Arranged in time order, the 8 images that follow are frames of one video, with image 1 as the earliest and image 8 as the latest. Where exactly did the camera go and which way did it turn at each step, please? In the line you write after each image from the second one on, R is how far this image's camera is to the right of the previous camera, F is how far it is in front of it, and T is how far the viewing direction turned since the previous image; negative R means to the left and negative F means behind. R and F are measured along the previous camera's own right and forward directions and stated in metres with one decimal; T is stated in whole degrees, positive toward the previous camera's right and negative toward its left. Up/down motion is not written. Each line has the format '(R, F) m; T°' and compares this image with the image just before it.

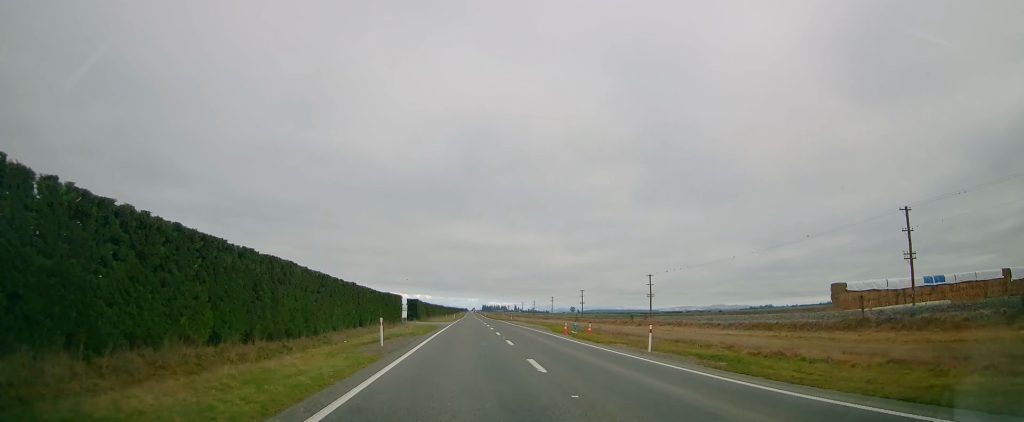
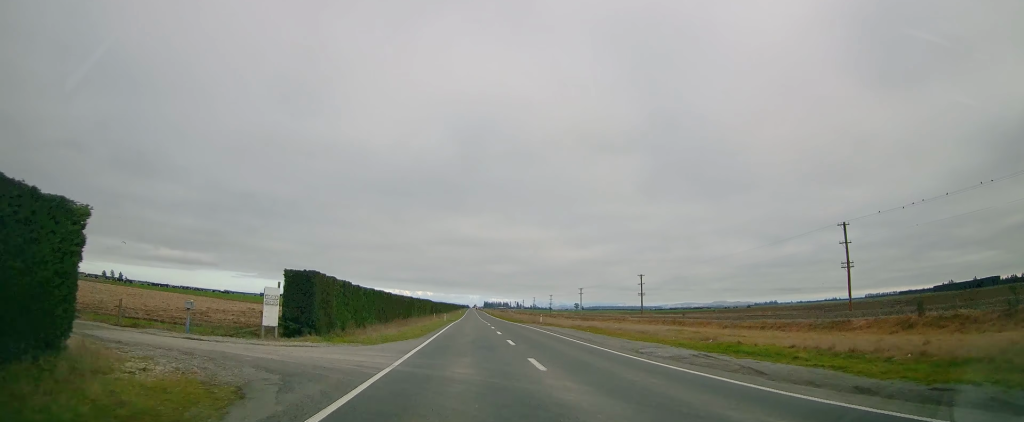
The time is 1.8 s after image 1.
(-0.3, +49.2) m; -1°
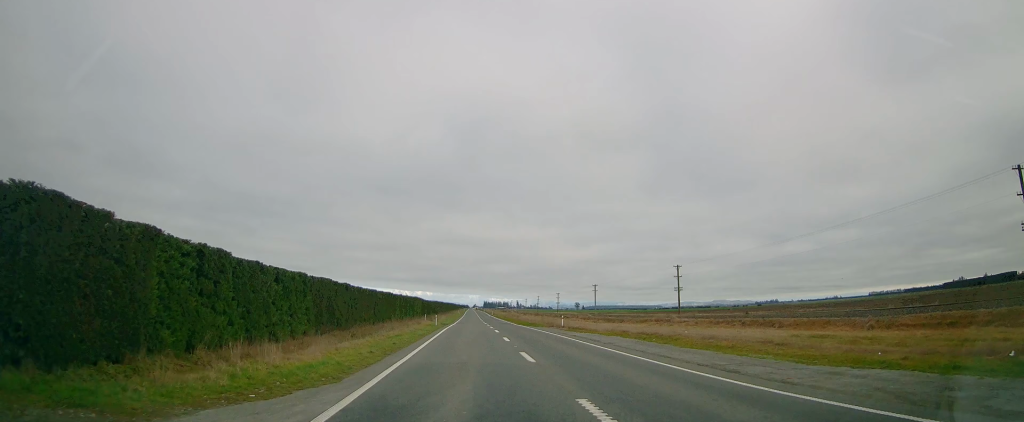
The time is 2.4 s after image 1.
(-0.1, +17.4) m; 0°
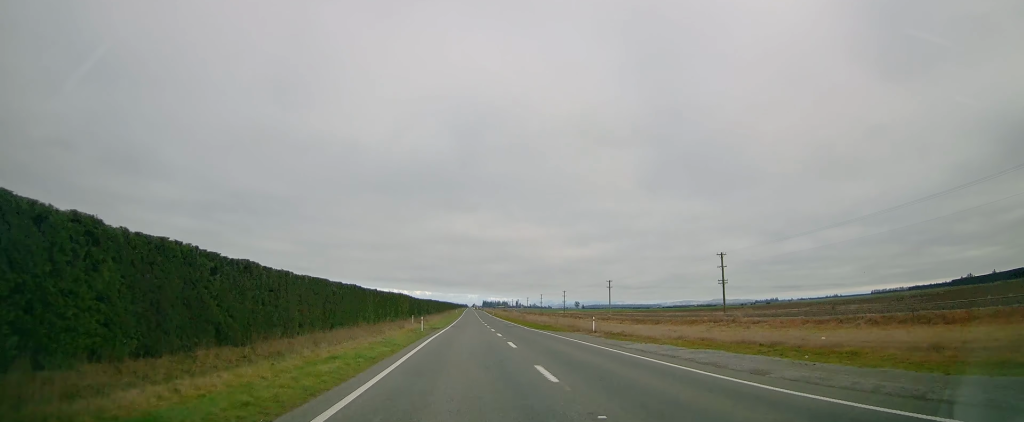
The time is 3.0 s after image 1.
(-0.1, +14.6) m; 0°
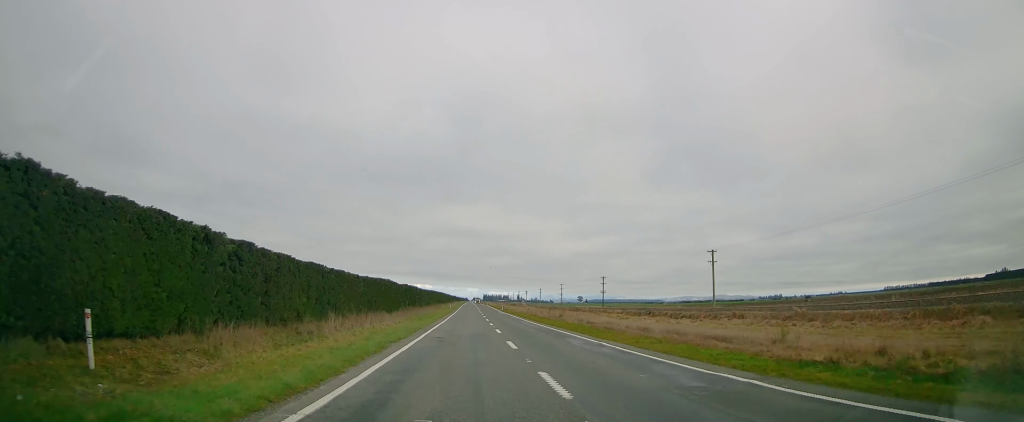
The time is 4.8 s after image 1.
(+1.0, +50.1) m; +1°
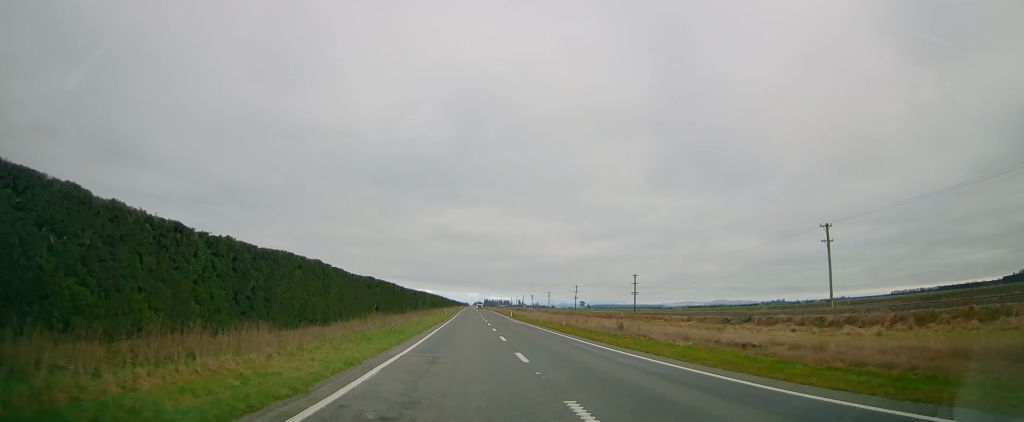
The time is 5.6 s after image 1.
(-0.4, +22.9) m; -1°
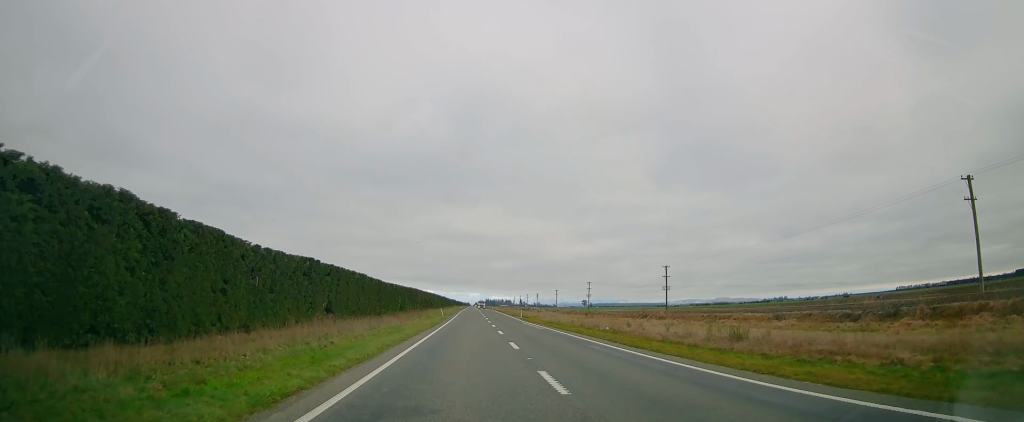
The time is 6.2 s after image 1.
(0.0, +15.5) m; 0°
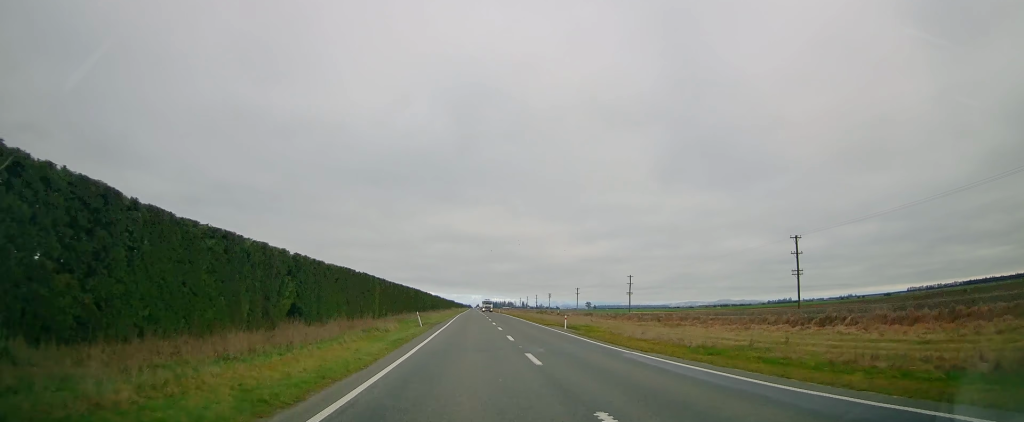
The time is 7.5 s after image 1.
(+0.5, +34.6) m; 0°
